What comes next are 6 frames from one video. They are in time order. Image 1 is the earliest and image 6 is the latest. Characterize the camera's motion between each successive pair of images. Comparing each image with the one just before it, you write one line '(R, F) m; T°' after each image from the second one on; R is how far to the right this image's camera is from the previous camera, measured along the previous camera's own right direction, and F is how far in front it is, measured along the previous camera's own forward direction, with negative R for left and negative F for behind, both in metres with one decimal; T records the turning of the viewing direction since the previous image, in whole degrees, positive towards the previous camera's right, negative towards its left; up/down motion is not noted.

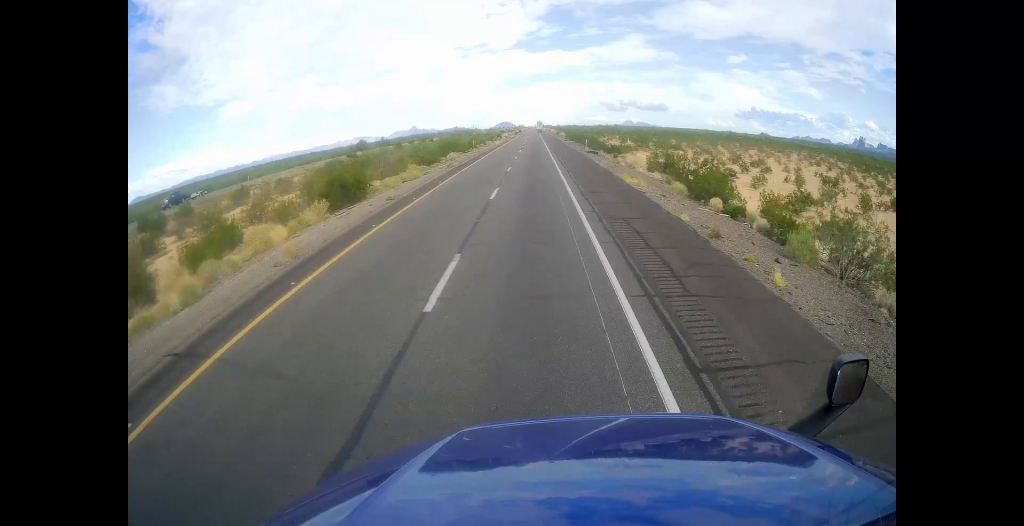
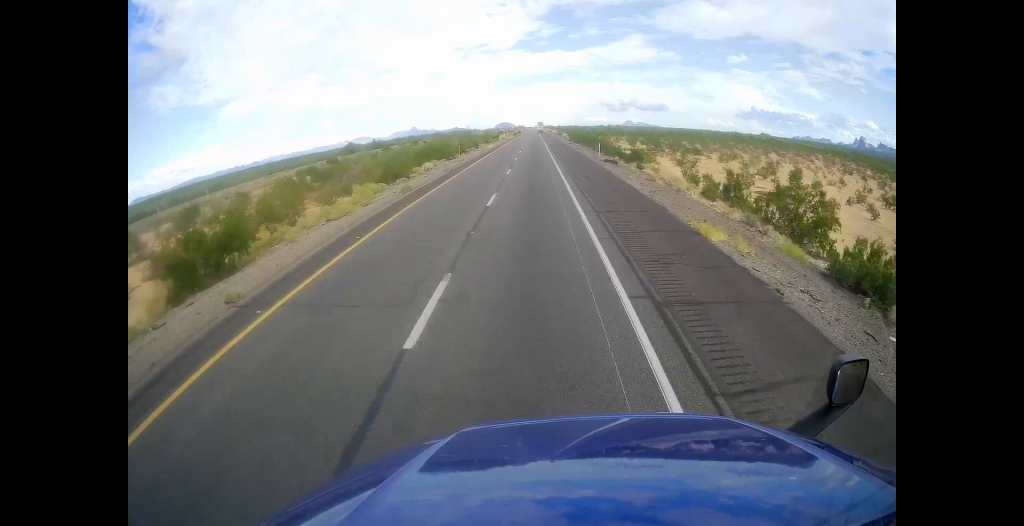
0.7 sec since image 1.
(+0.3, +13.4) m; 0°
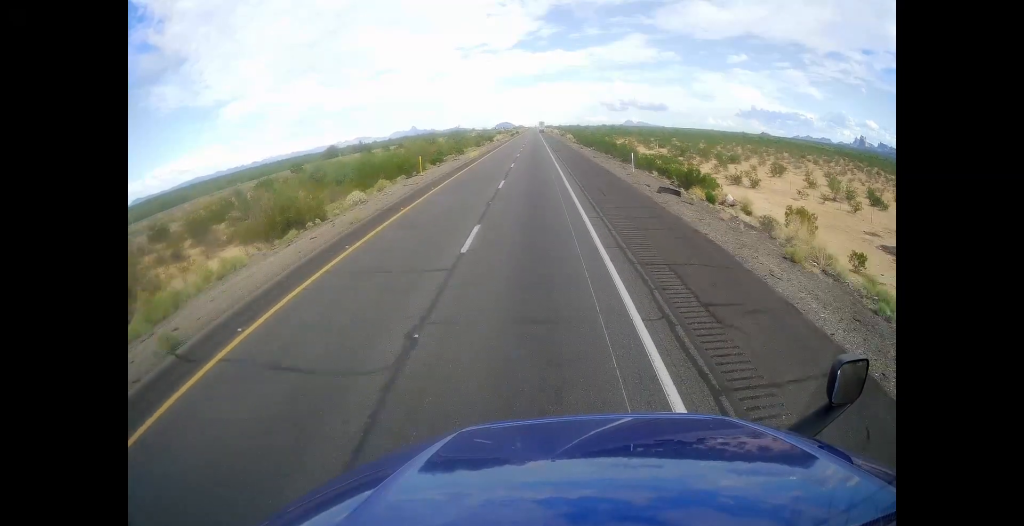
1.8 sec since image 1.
(-0.5, +19.5) m; -1°
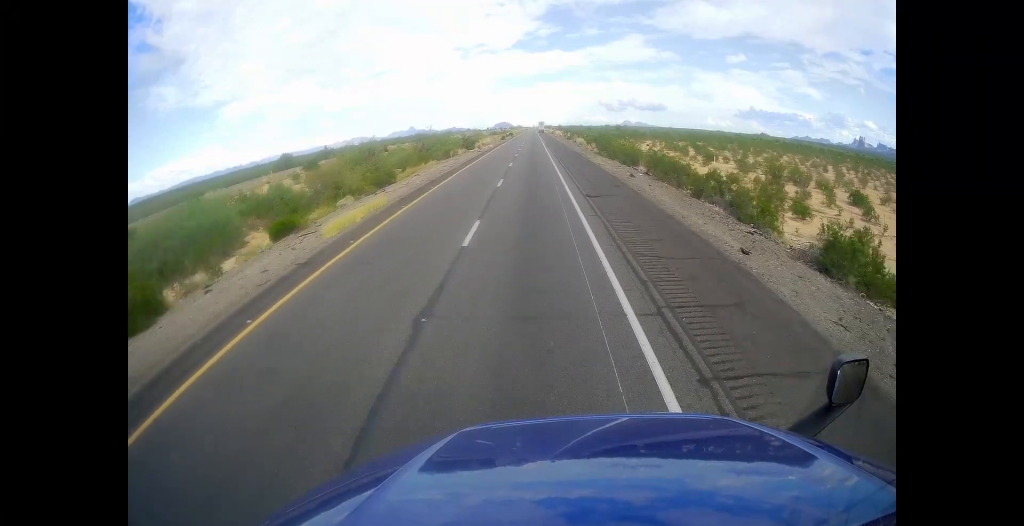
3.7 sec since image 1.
(+0.1, +36.0) m; 0°
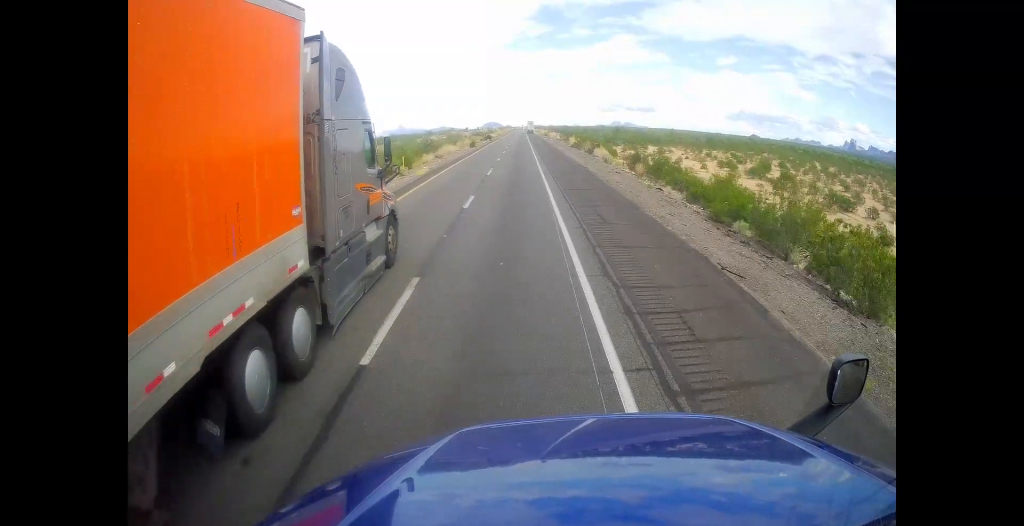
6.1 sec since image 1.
(-0.1, +43.0) m; +2°
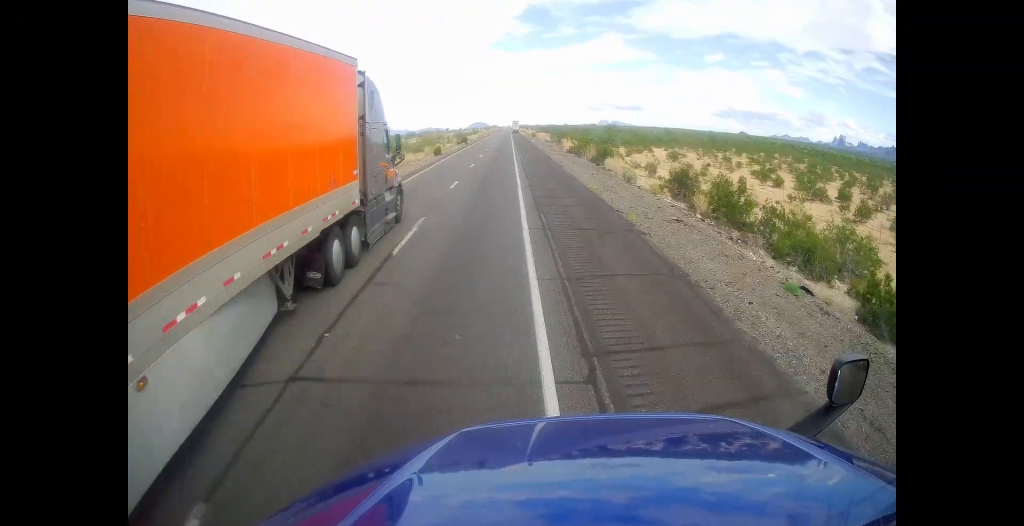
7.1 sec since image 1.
(+0.1, +18.6) m; 0°
